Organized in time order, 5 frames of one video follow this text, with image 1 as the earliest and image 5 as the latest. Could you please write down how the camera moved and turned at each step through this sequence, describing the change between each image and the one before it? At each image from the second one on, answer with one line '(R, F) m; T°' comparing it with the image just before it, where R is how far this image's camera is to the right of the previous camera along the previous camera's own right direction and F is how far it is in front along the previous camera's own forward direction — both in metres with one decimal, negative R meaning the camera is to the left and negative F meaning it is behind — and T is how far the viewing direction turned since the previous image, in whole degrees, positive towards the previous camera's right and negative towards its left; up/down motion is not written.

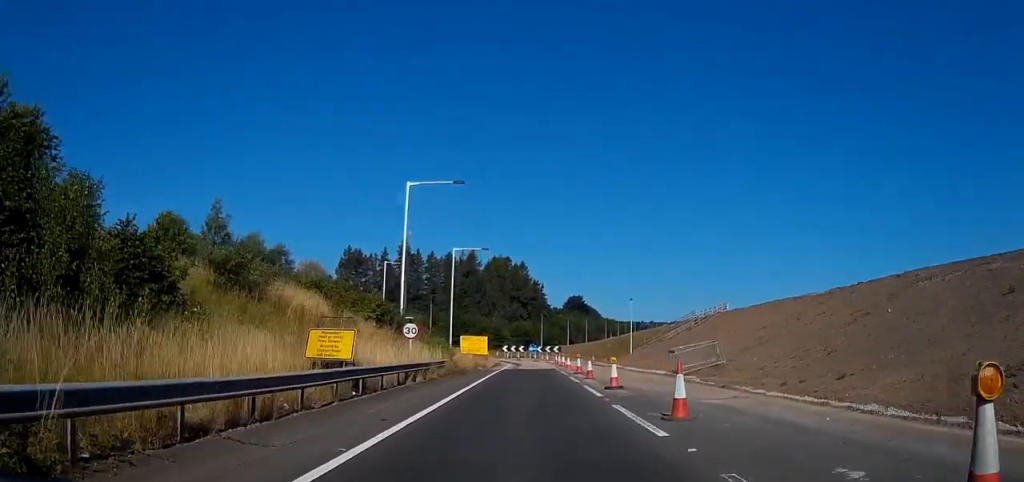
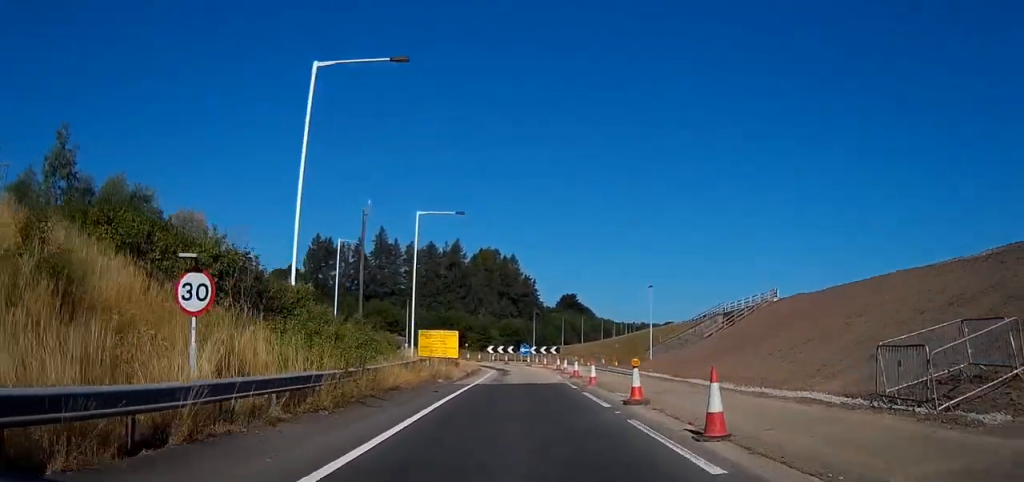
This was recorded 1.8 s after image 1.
(-0.1, +13.3) m; 0°
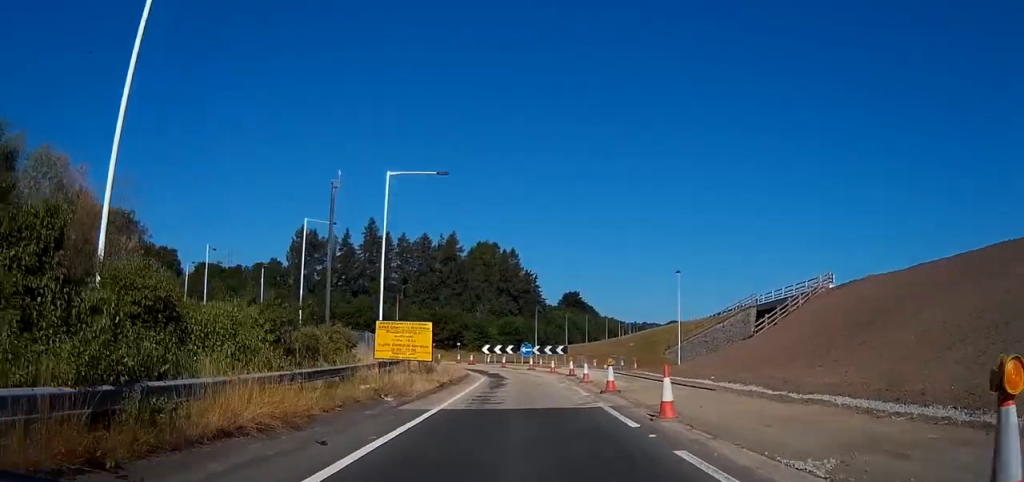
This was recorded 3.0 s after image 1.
(0.0, +9.1) m; 0°
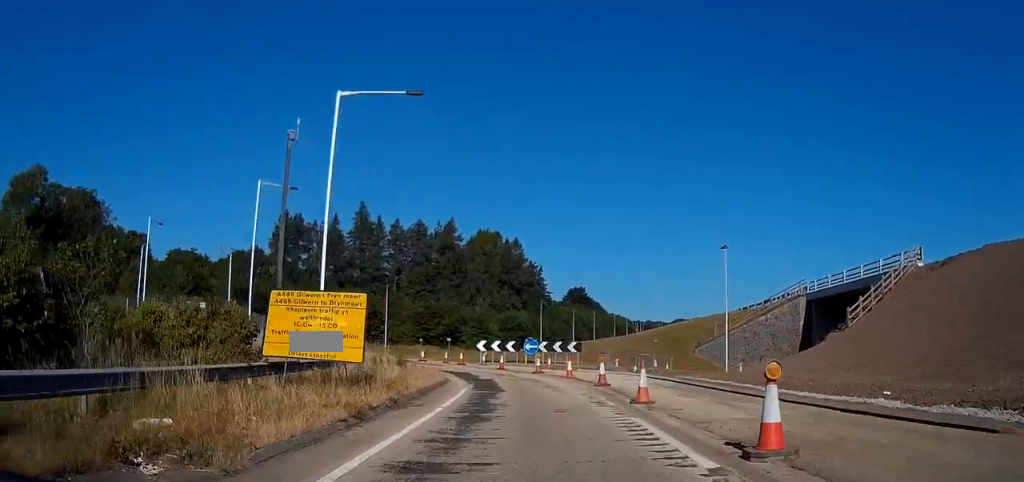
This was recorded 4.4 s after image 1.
(0.0, +13.3) m; 0°
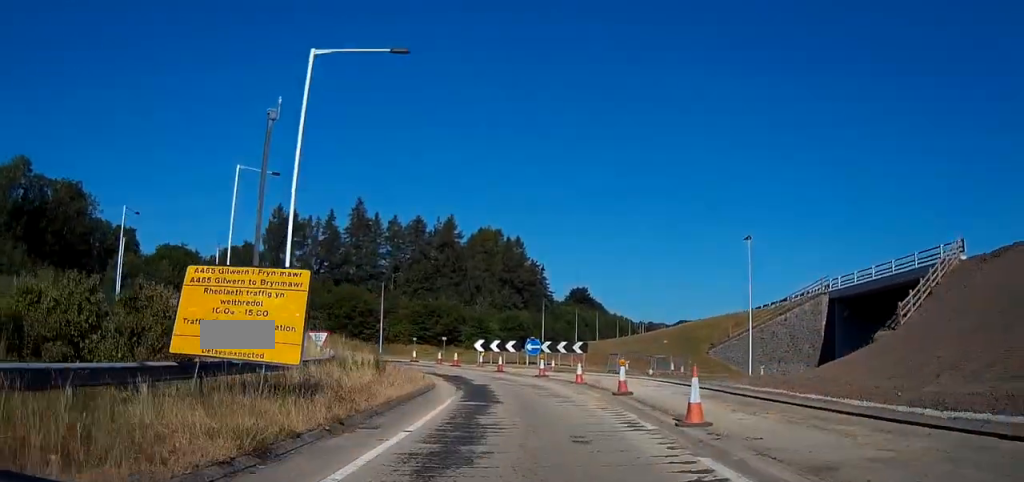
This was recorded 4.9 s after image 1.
(0.0, +6.1) m; 0°
